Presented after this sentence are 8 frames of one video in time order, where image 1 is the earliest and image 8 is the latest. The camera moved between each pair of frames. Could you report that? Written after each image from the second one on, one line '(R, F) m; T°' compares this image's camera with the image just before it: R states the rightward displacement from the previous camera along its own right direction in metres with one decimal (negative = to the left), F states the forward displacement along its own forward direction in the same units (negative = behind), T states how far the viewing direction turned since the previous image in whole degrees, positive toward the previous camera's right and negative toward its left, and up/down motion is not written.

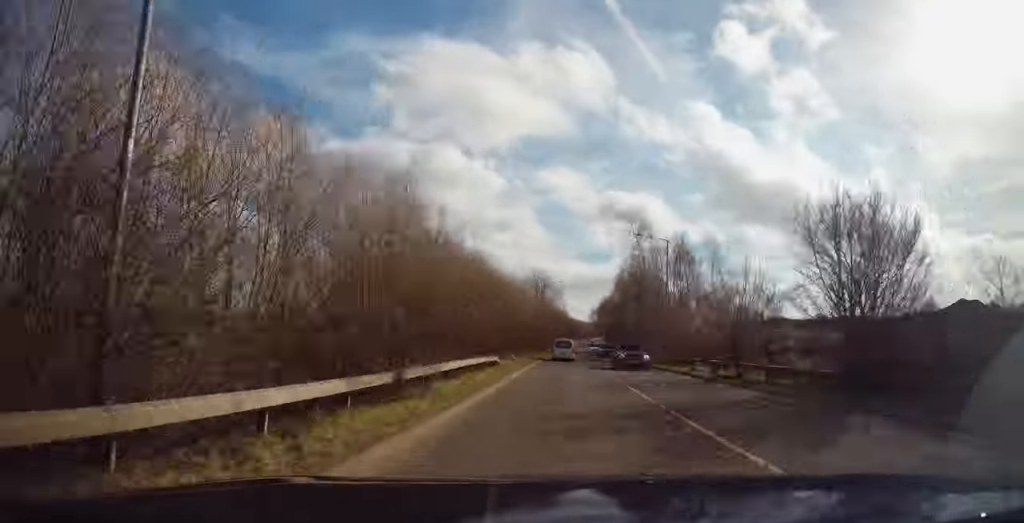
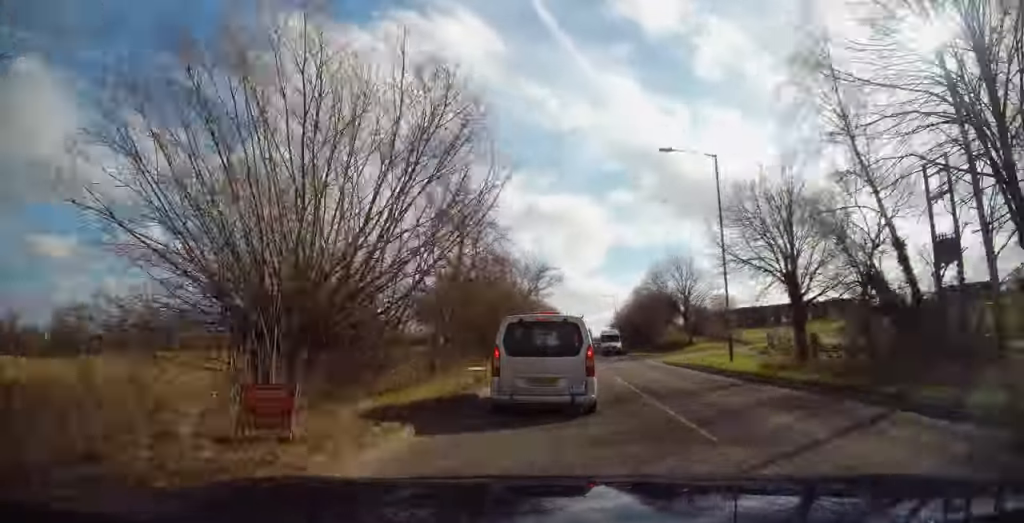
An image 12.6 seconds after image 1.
(+6.7, +148.0) m; +4°
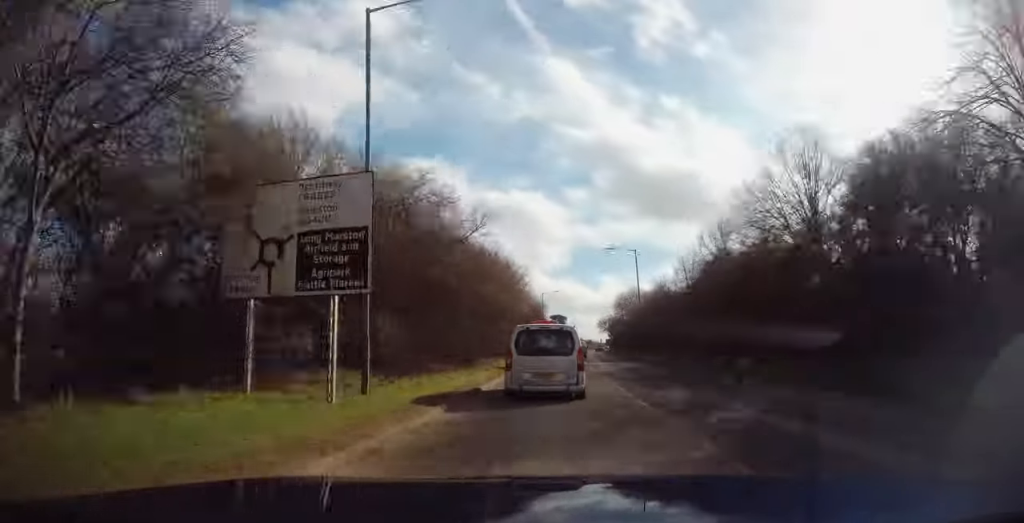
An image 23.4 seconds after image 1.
(+1.0, +75.7) m; +2°
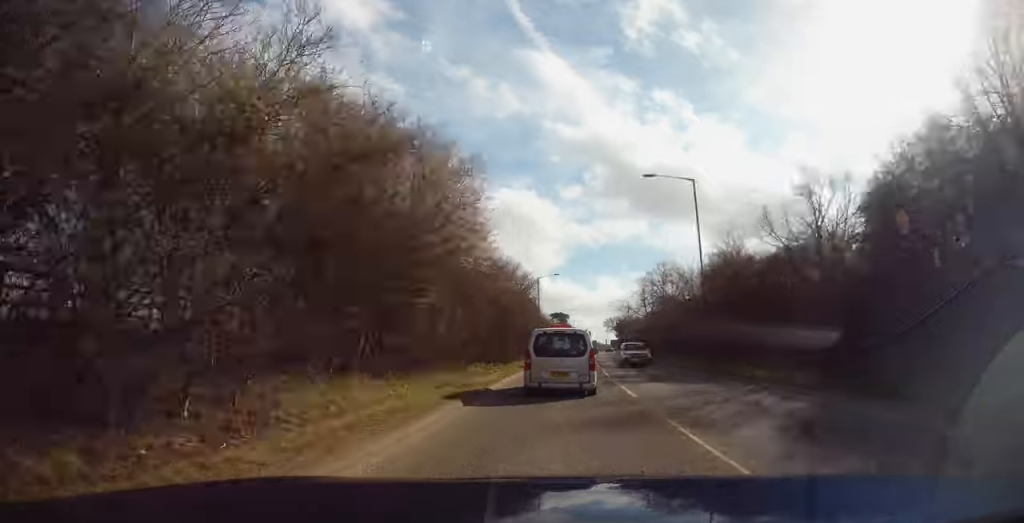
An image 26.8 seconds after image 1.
(+0.1, +23.4) m; +1°
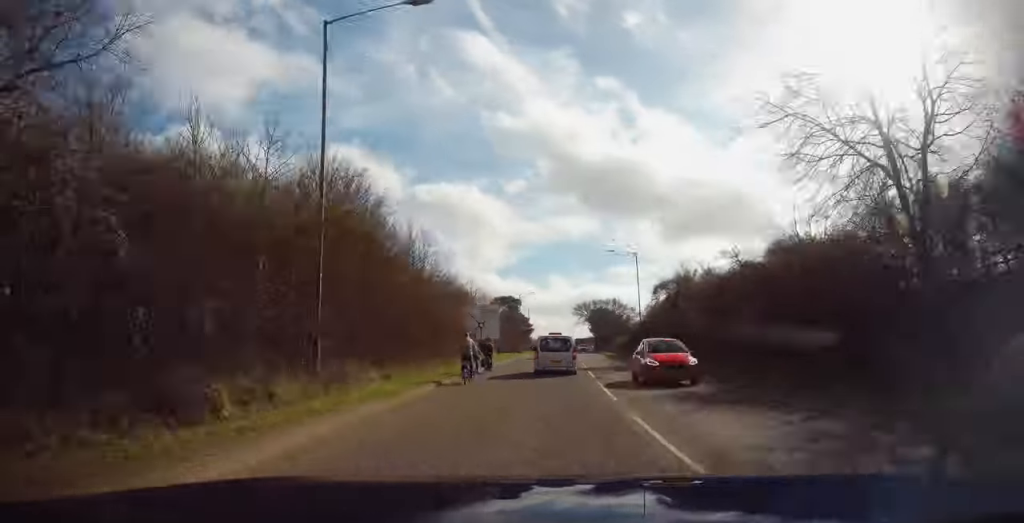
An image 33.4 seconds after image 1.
(+1.7, +50.7) m; +3°
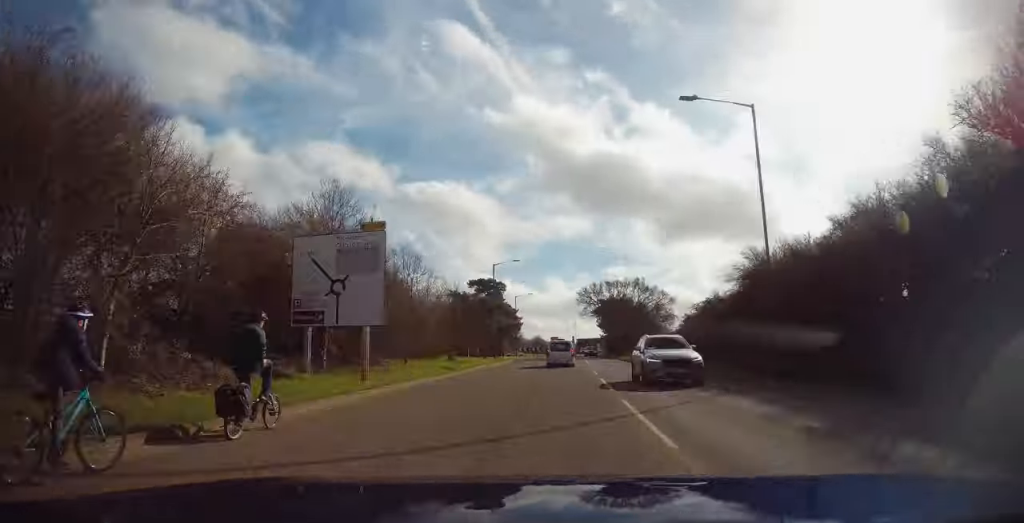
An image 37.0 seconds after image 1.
(+1.1, +30.4) m; 0°
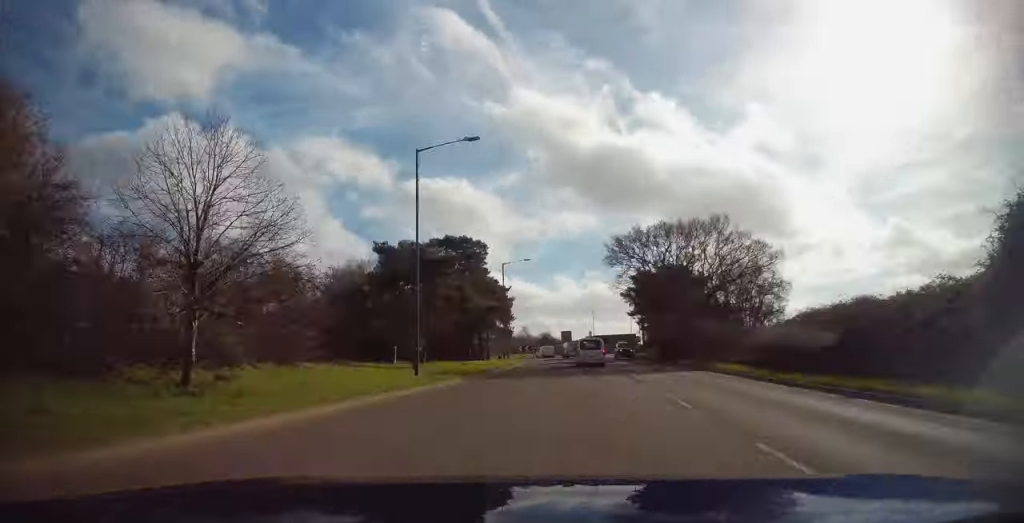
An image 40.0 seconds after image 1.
(-0.7, +27.9) m; -6°
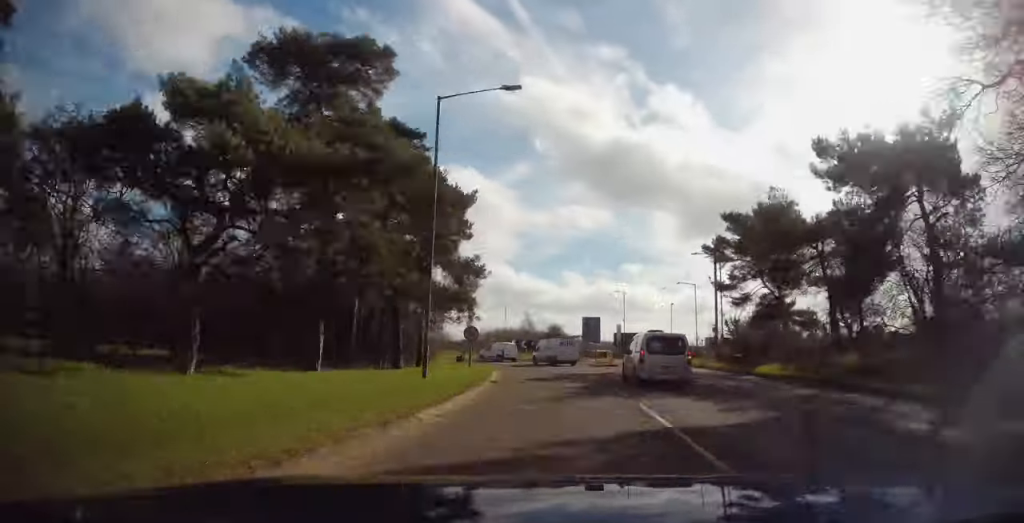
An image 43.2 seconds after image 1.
(+2.1, +30.1) m; -7°
